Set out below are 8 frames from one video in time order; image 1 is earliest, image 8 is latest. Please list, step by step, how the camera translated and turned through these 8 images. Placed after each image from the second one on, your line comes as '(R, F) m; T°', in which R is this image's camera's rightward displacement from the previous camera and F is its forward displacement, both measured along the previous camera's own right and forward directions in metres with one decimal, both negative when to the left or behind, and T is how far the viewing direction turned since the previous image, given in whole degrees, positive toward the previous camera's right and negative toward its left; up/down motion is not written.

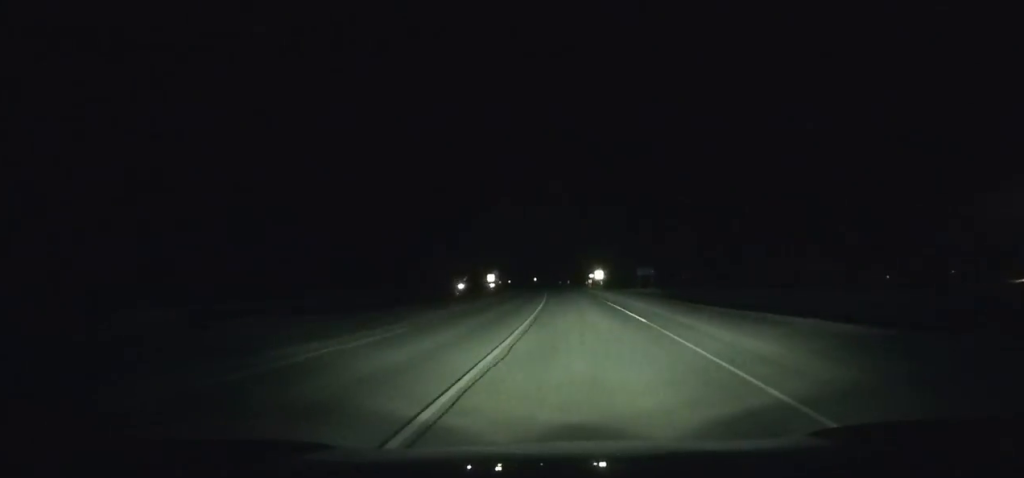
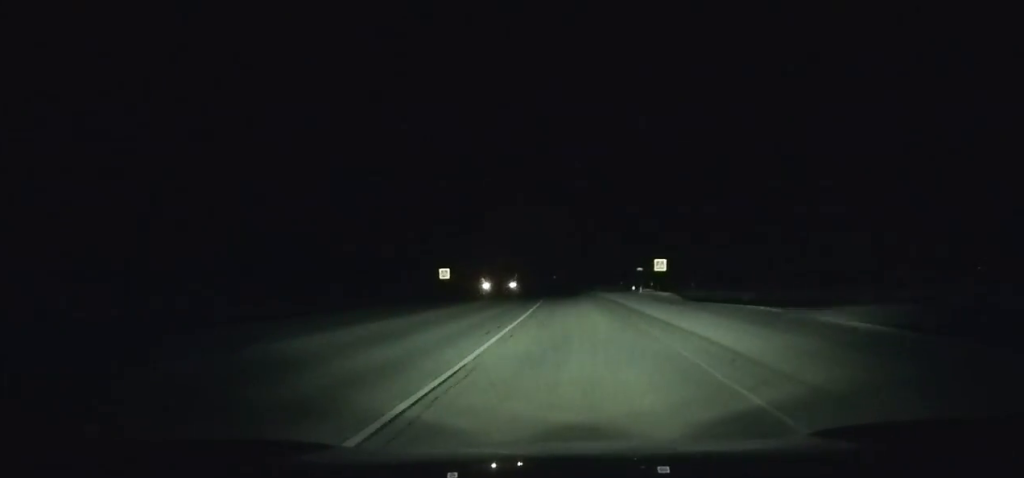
(-0.2, +52.9) m; -2°
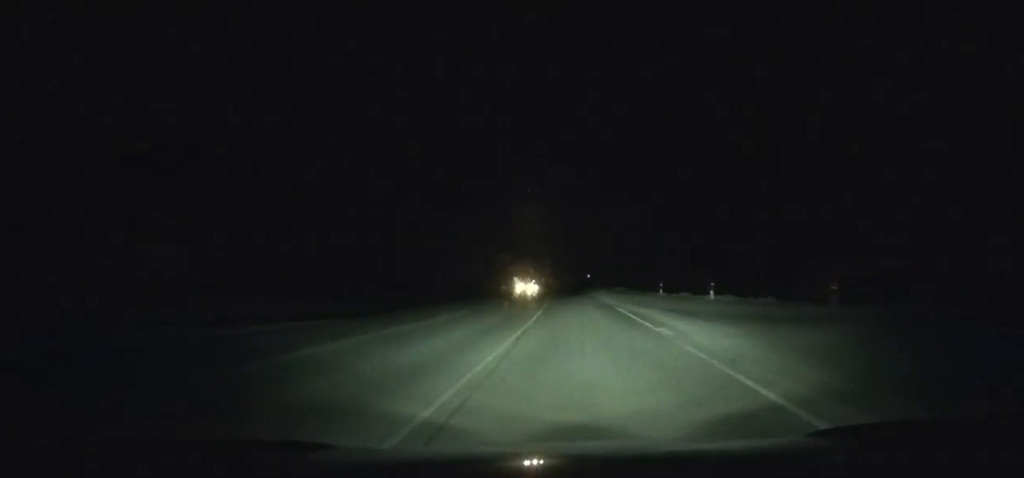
(-3.9, +86.9) m; -4°
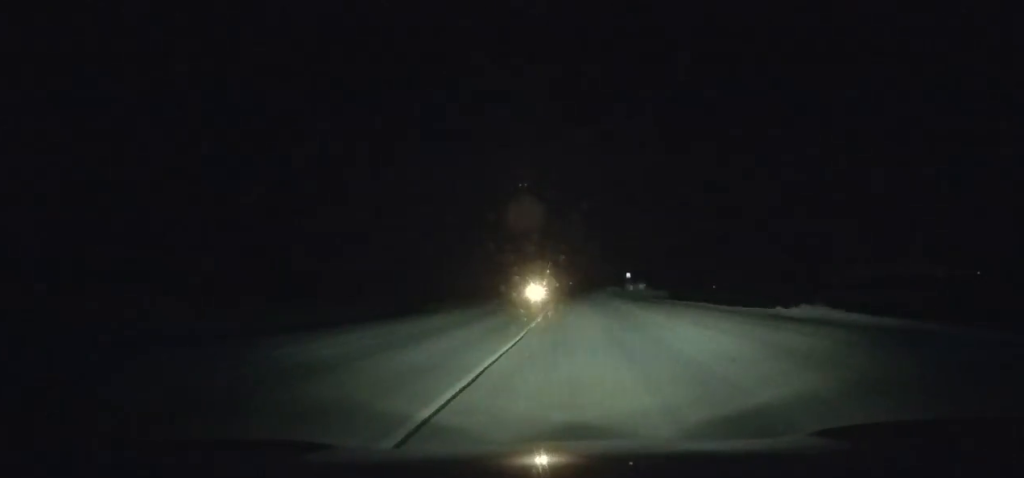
(-1.0, +66.7) m; -3°
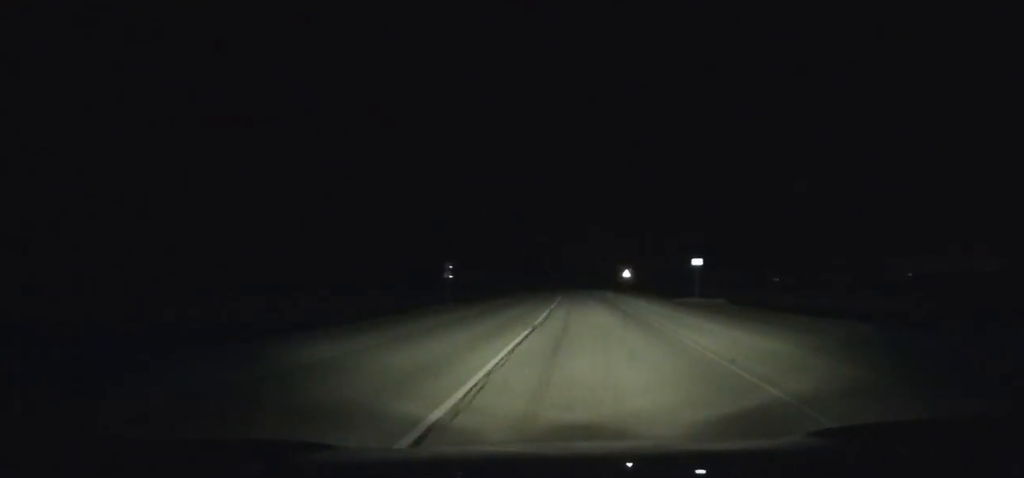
(-7.9, +139.3) m; -6°
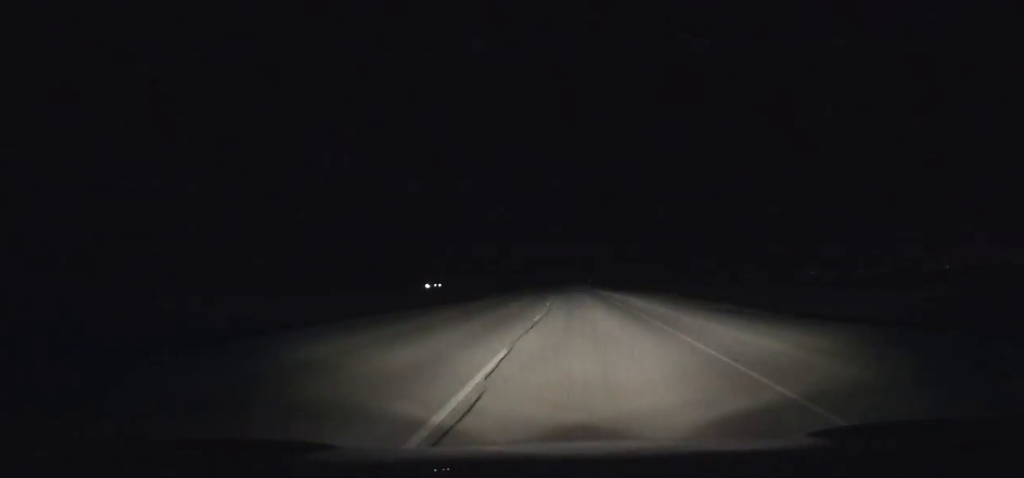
(-3.2, +113.1) m; -3°
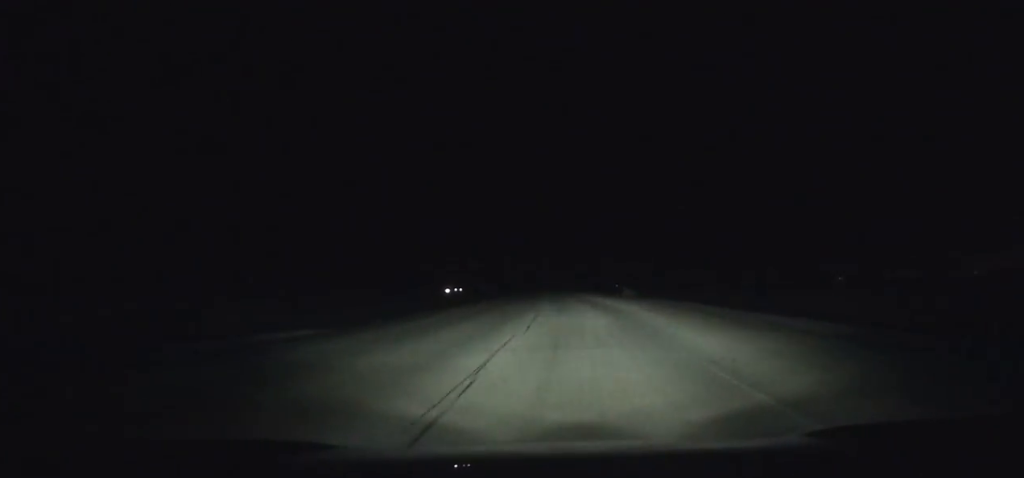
(-1.5, +80.0) m; -3°
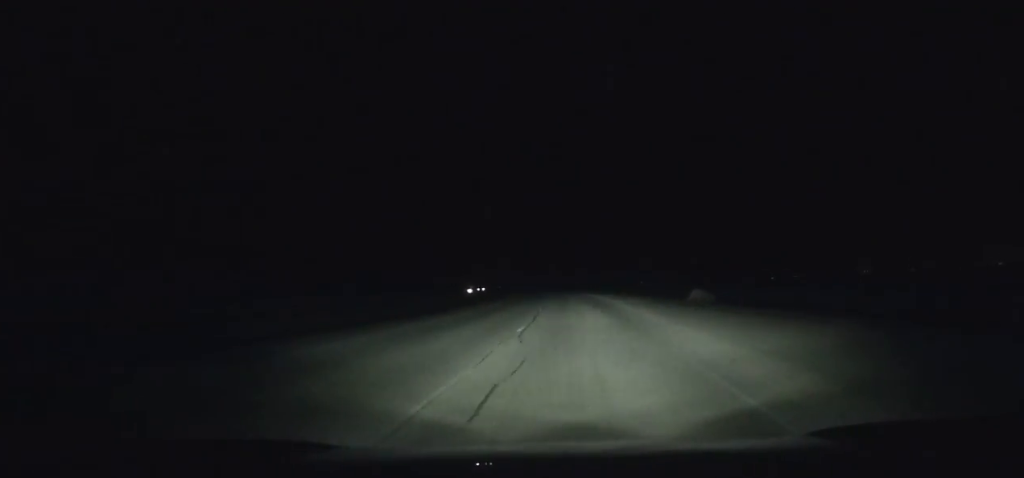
(-0.9, +43.4) m; -2°
